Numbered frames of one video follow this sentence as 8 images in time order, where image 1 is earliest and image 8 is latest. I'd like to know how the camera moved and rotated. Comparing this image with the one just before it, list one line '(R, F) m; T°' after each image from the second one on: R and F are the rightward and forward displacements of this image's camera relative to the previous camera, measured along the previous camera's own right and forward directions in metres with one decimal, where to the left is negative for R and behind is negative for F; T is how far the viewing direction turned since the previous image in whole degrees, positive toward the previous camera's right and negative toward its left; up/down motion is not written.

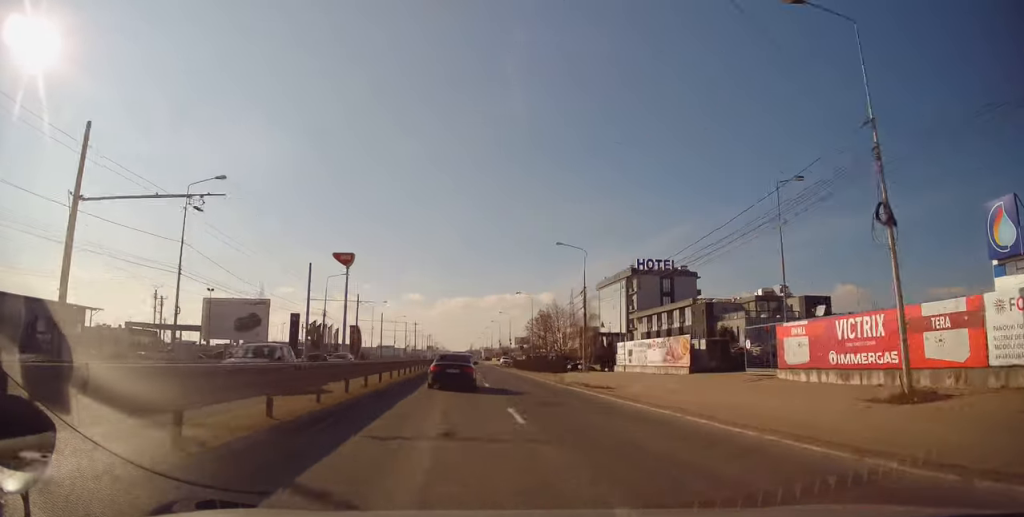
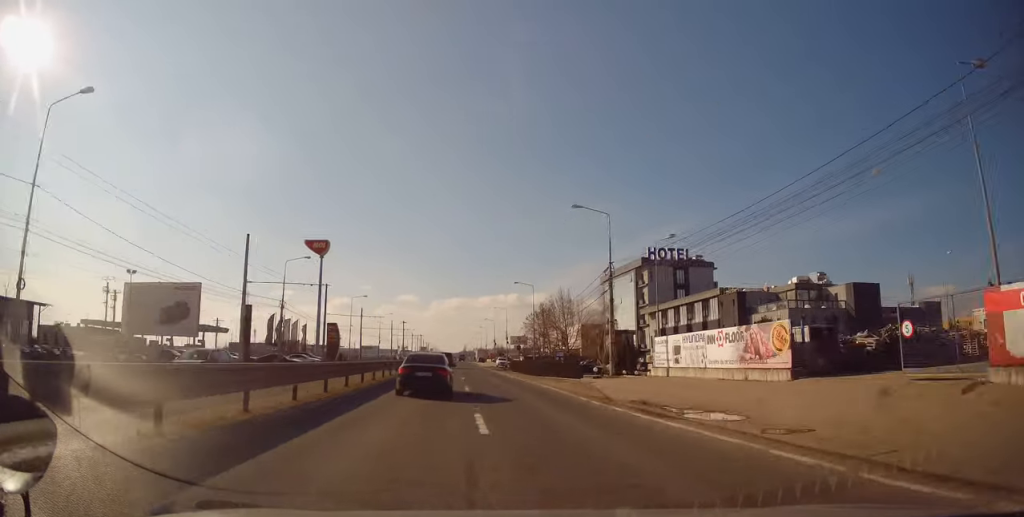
(+0.3, +13.7) m; 0°
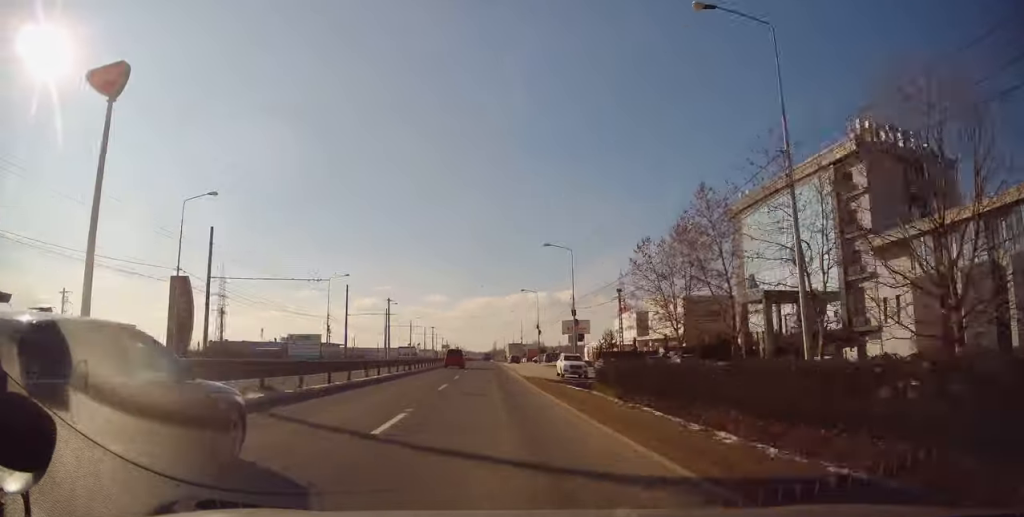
(-0.8, +59.7) m; -2°
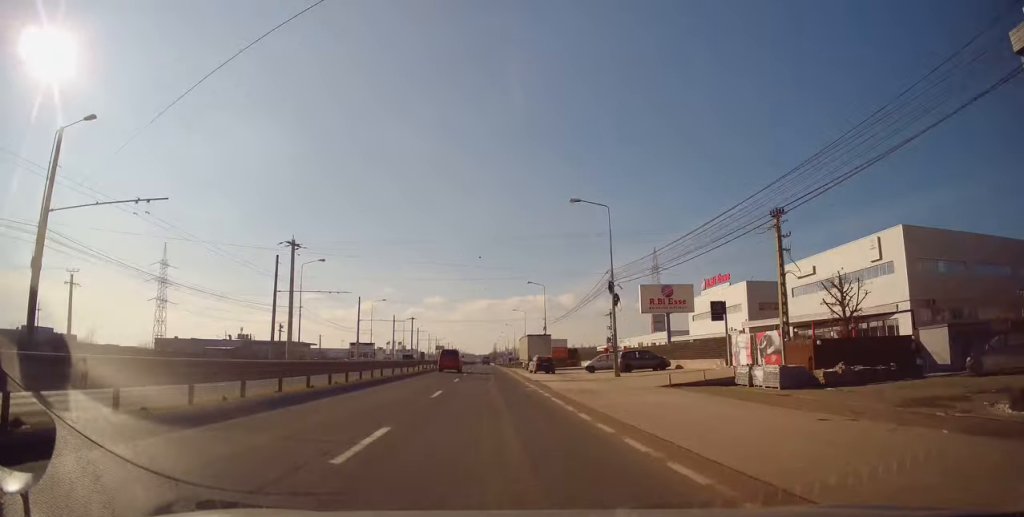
(-0.3, +49.7) m; +1°
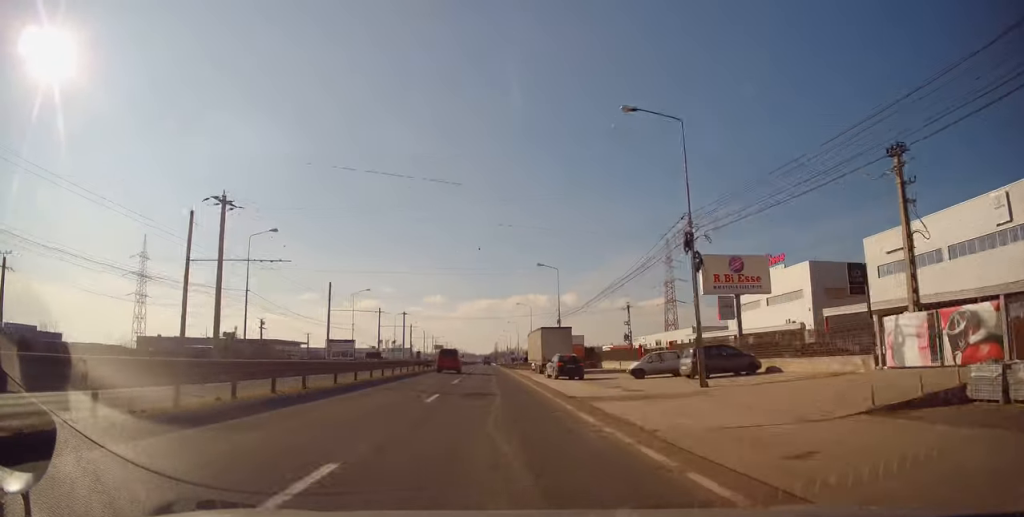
(+0.1, +13.8) m; 0°
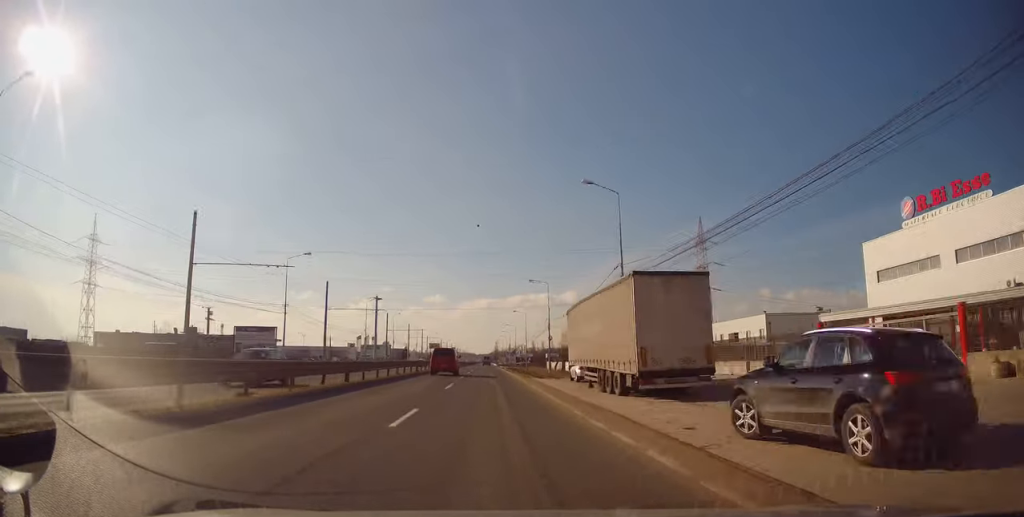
(-0.1, +28.6) m; -1°
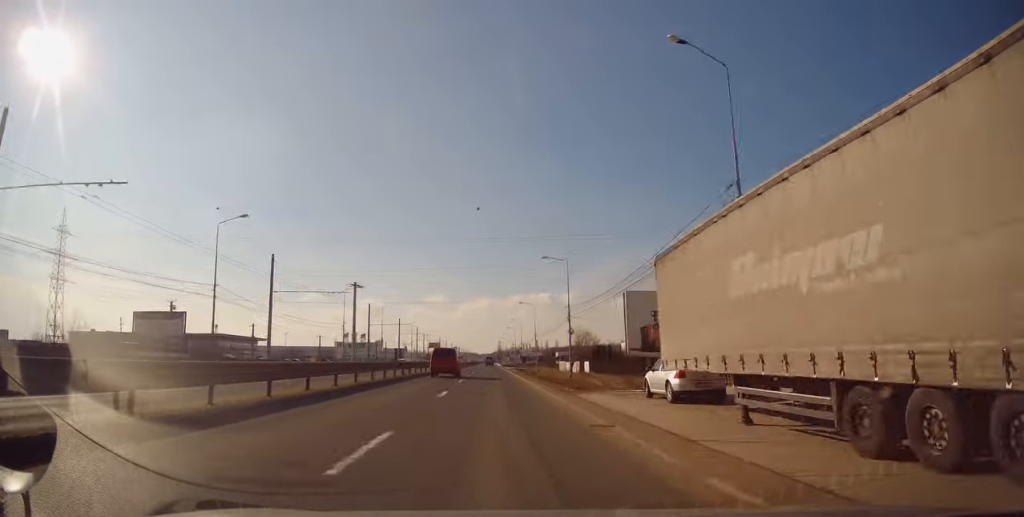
(-0.2, +15.7) m; -1°
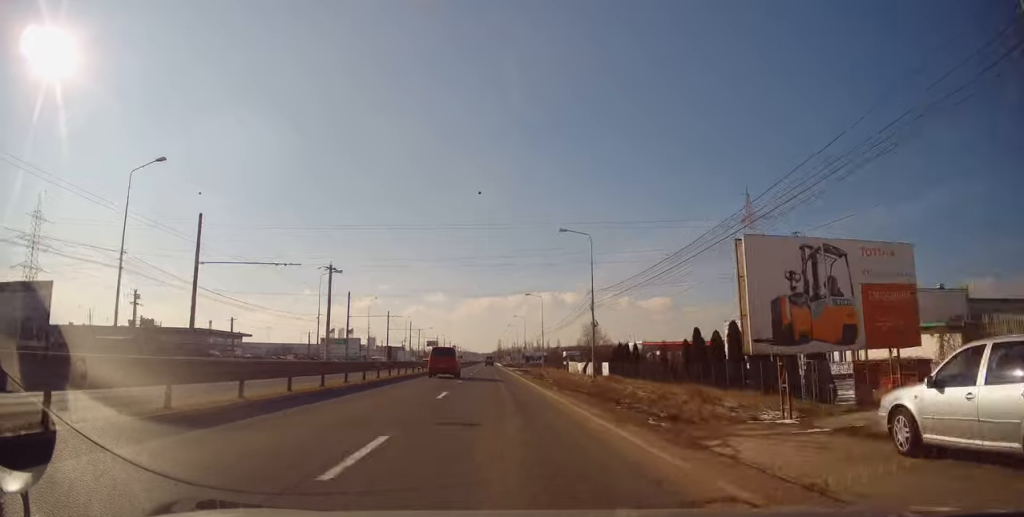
(-0.1, +12.0) m; 0°
